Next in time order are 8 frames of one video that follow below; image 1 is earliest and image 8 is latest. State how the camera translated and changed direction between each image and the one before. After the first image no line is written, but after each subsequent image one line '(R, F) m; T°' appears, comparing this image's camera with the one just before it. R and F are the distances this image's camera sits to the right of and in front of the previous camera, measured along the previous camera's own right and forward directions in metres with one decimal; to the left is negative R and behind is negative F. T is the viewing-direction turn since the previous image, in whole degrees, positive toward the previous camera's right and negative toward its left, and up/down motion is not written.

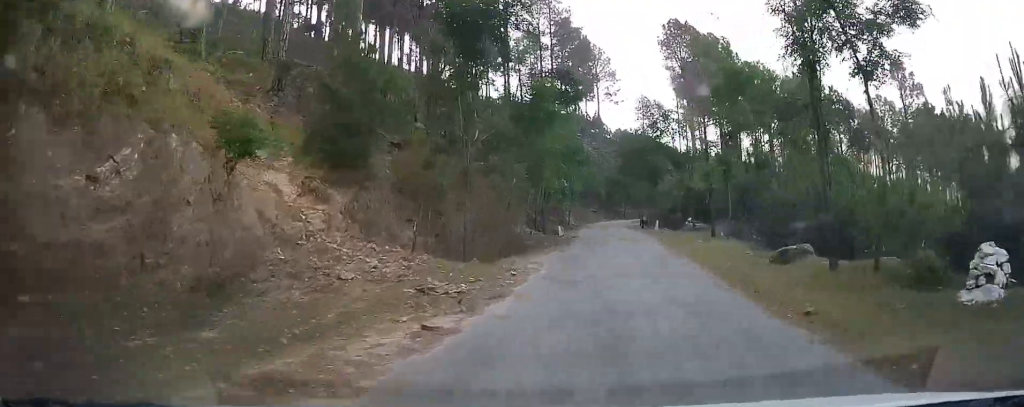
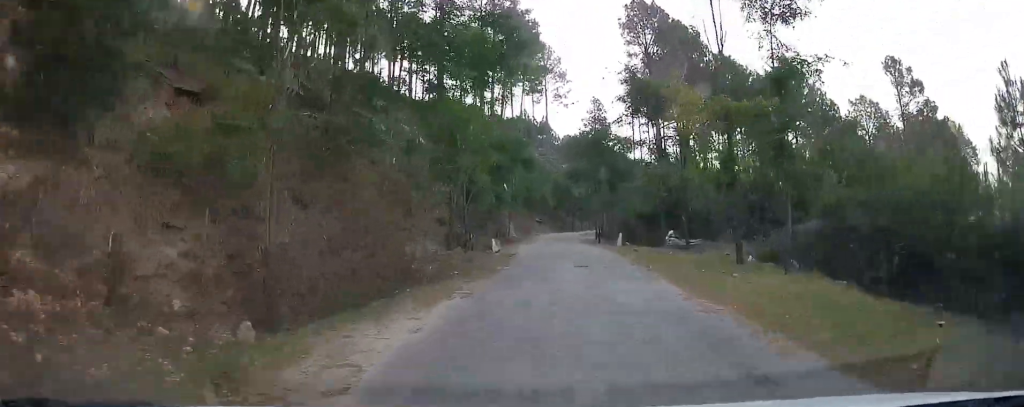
(+1.4, +11.4) m; +7°
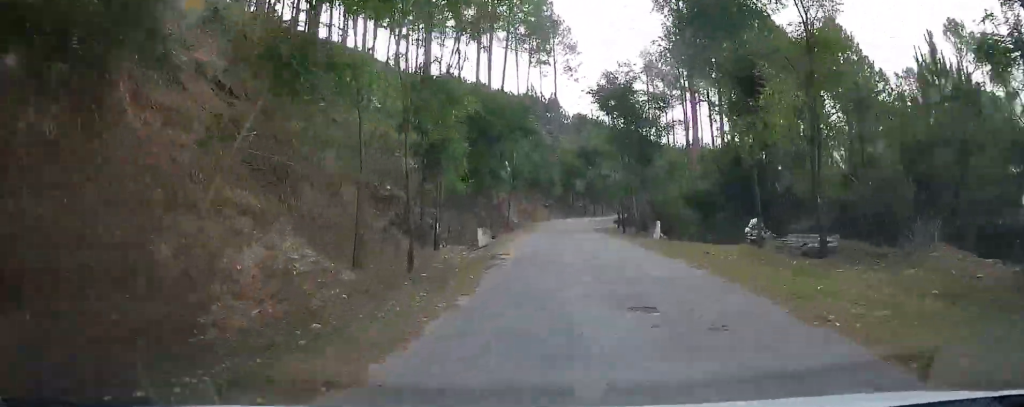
(+0.1, +11.4) m; 0°
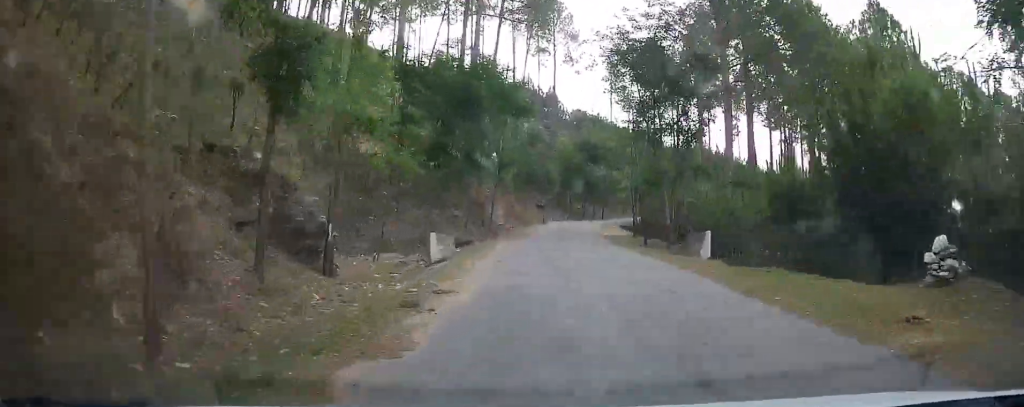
(0.0, +9.8) m; 0°
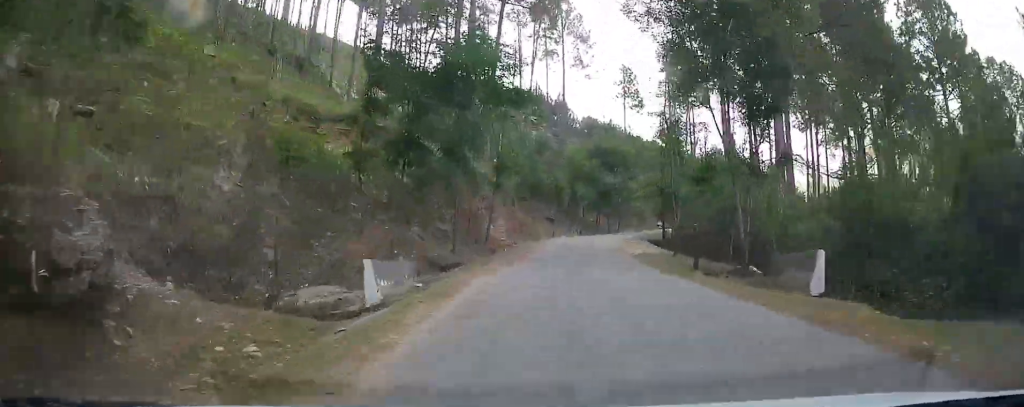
(0.0, +7.1) m; 0°
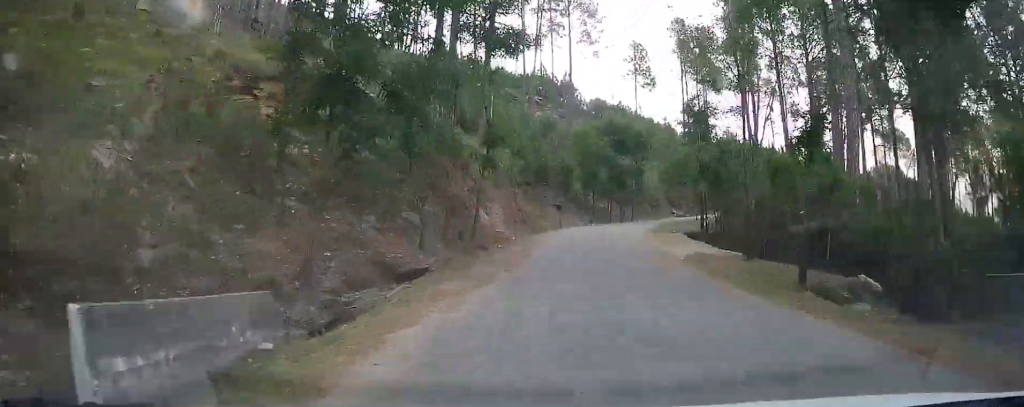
(-0.1, +7.4) m; +1°
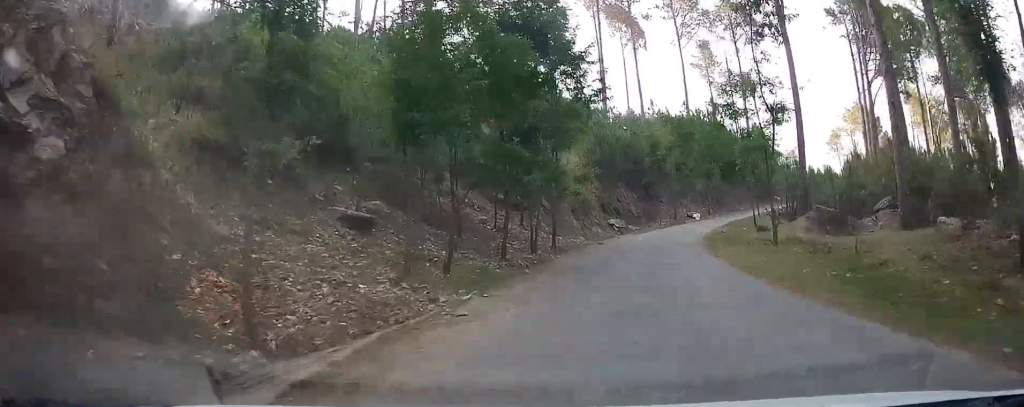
(+2.6, +36.8) m; +13°
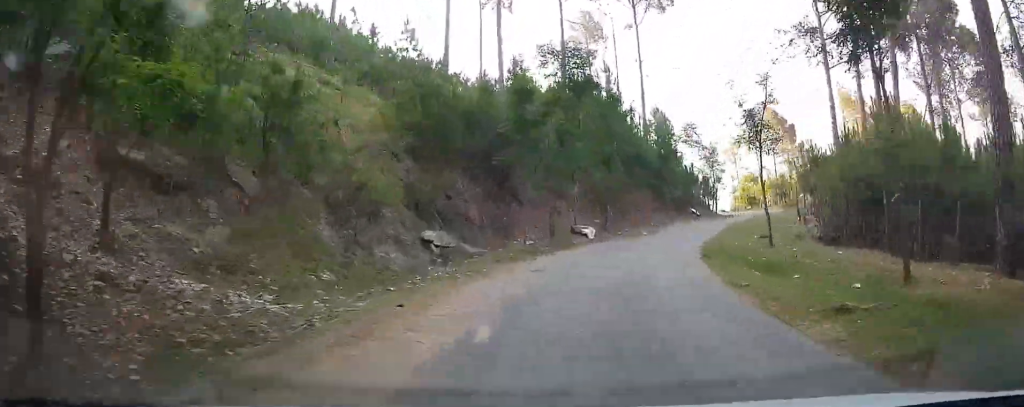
(+3.2, +23.3) m; +16°
